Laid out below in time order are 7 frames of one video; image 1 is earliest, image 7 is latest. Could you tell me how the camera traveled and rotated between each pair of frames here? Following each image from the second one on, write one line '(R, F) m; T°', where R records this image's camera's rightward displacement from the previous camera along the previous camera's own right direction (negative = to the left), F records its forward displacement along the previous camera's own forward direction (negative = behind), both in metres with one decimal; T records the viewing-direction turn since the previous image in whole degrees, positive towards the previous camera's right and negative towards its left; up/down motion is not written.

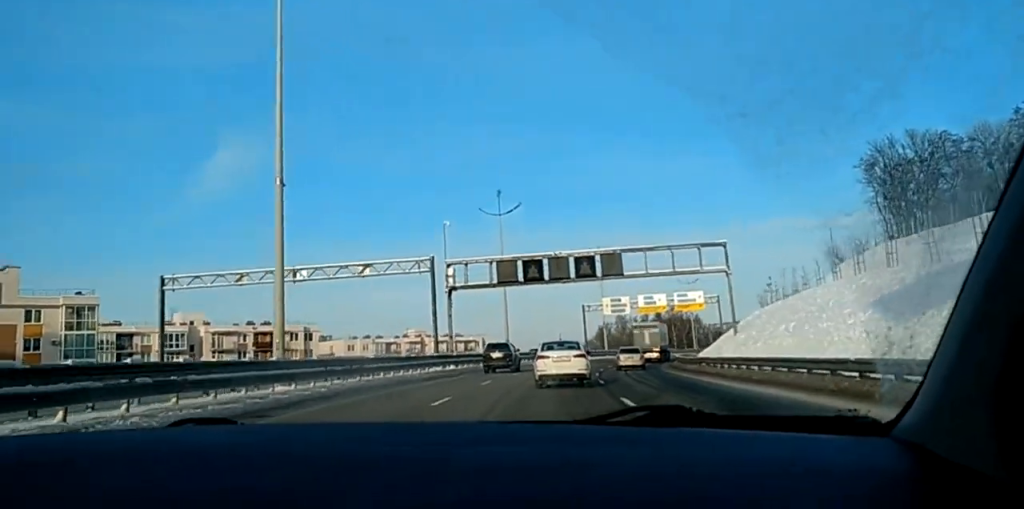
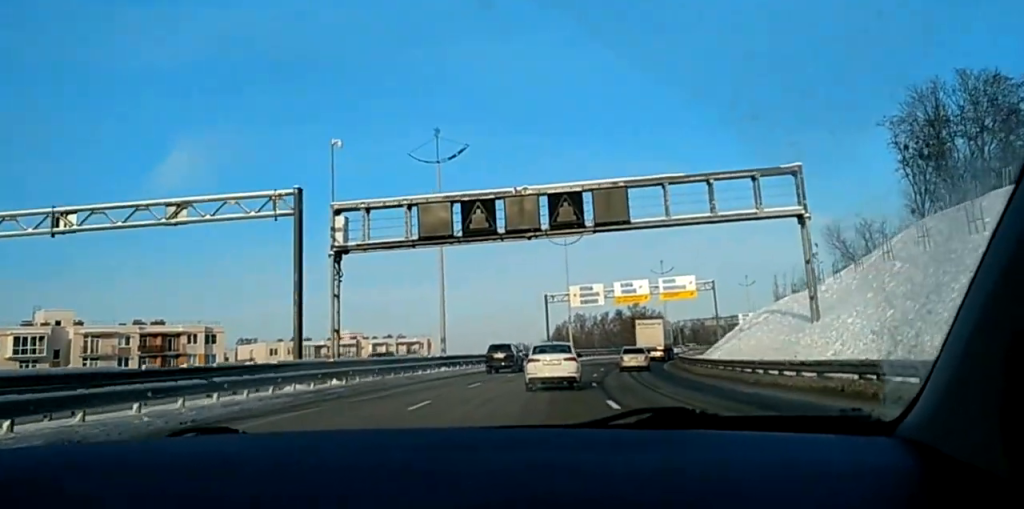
(-0.1, +24.7) m; -1°
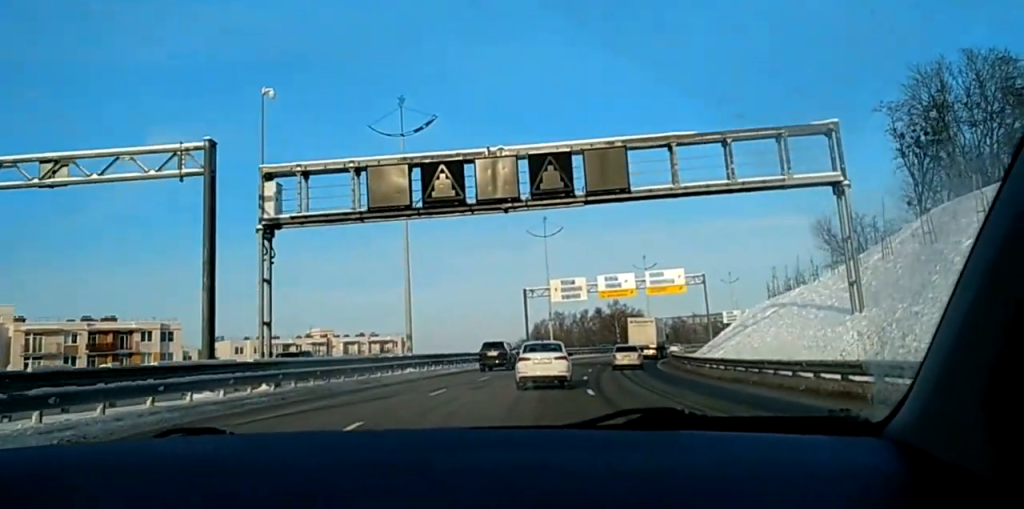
(-0.1, +6.6) m; -1°
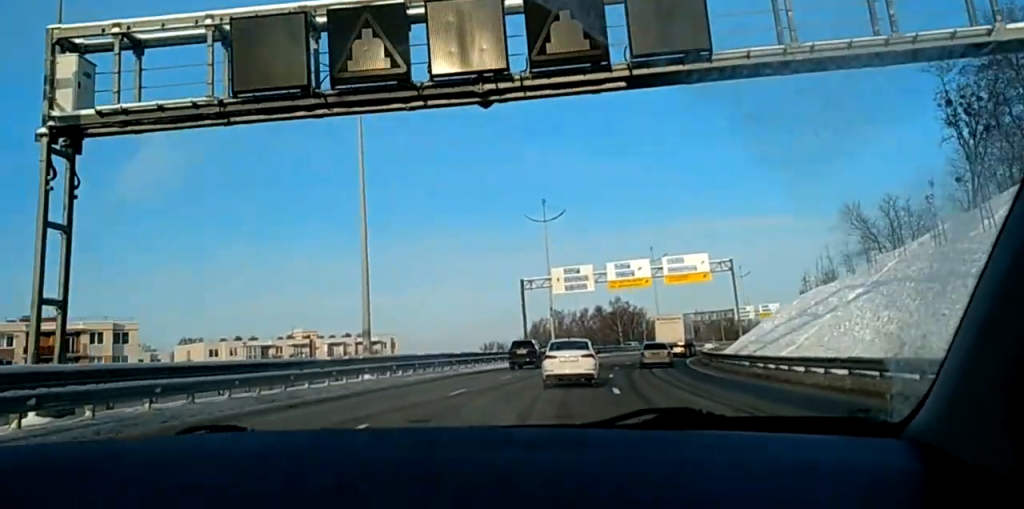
(-0.1, +12.8) m; 0°
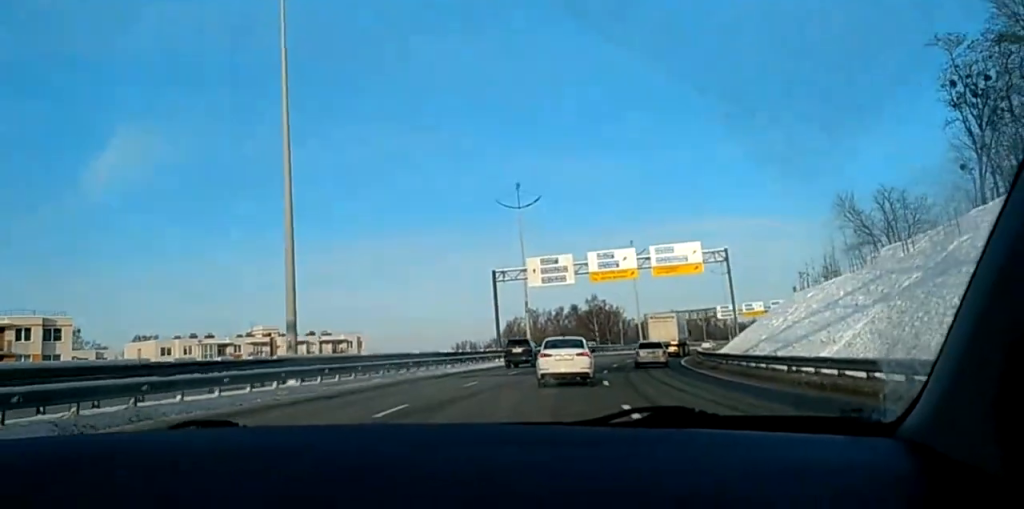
(-0.1, +8.2) m; 0°
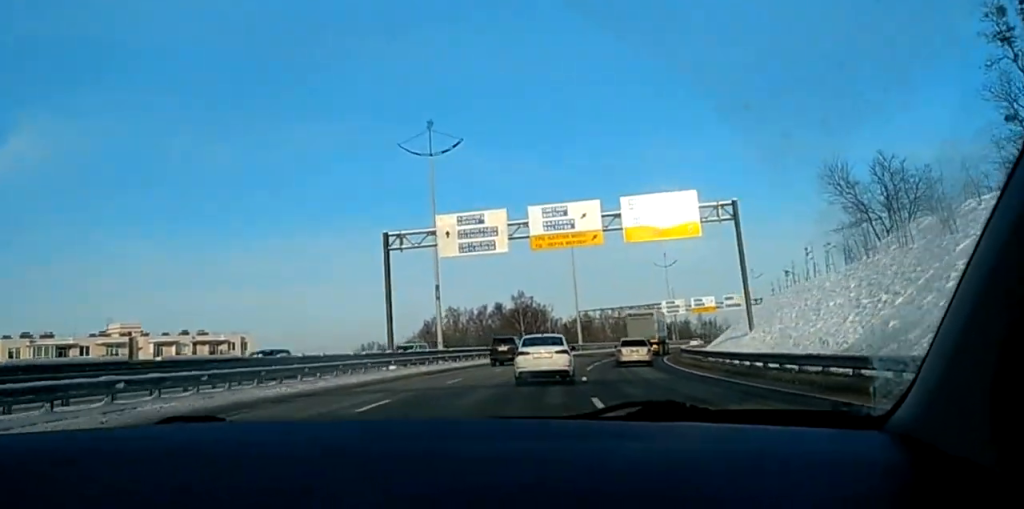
(+0.7, +25.1) m; +4°
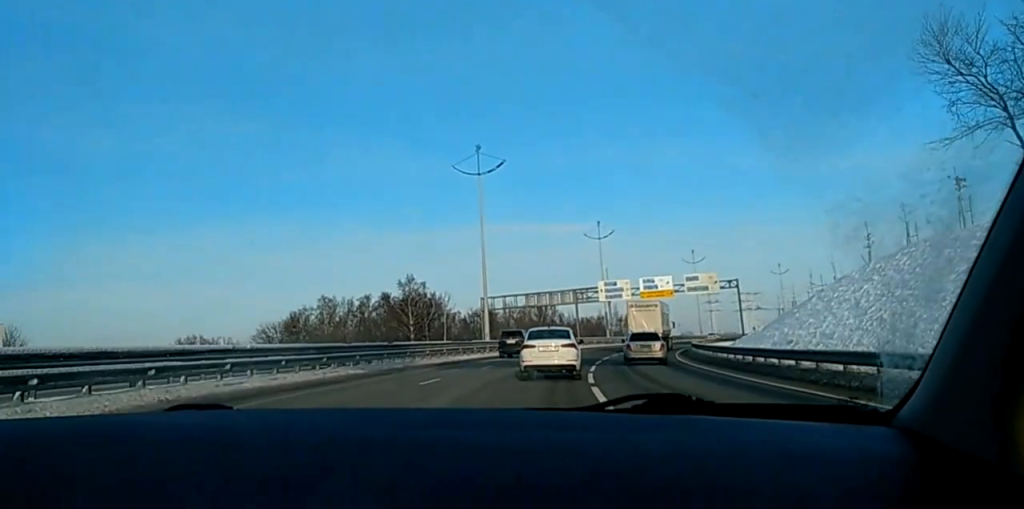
(+1.8, +35.4) m; +6°
